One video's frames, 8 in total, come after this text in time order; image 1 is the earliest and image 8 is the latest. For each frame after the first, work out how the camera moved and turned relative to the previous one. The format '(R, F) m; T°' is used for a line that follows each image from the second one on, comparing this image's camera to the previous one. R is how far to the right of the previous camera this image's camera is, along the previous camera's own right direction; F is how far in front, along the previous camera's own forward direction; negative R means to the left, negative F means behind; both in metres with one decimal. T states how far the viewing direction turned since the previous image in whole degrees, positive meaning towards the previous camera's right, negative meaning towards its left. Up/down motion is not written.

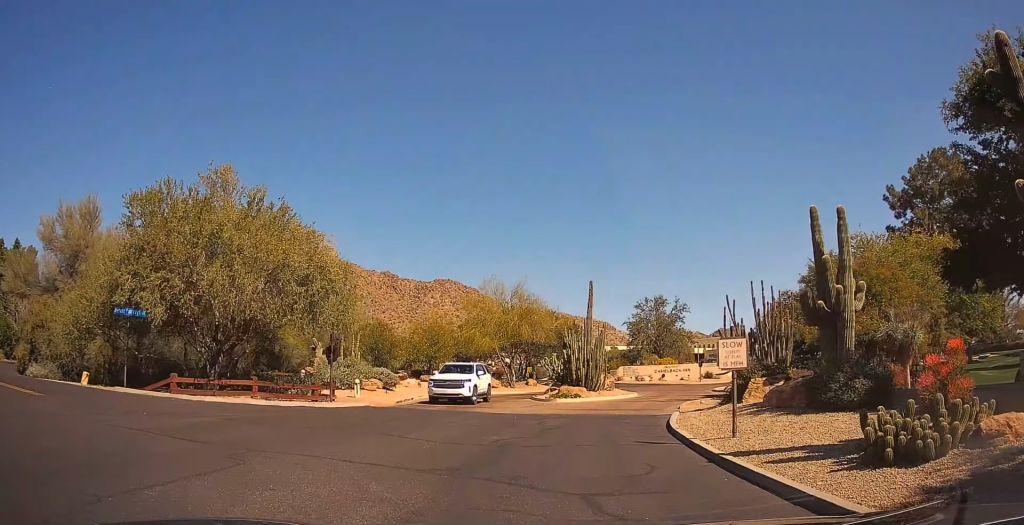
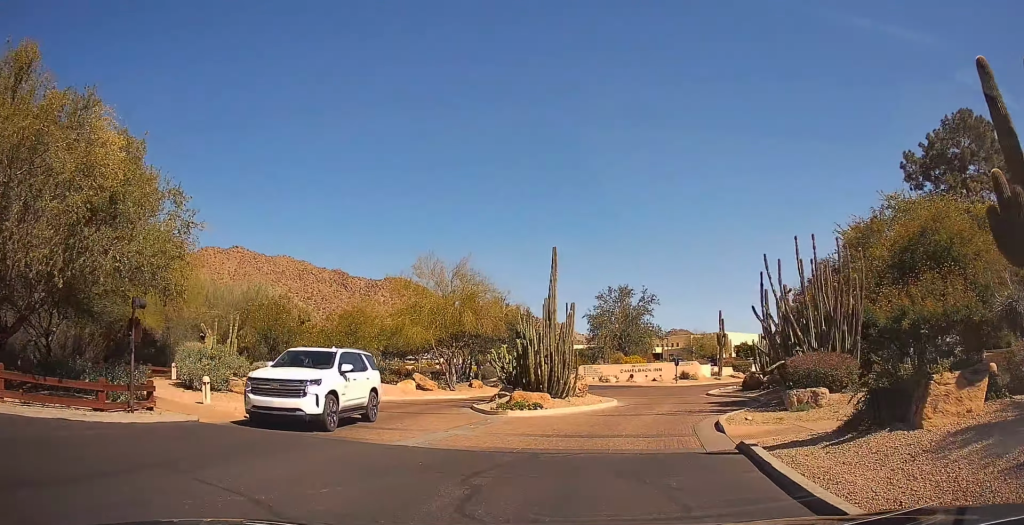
(+0.9, +9.9) m; +8°
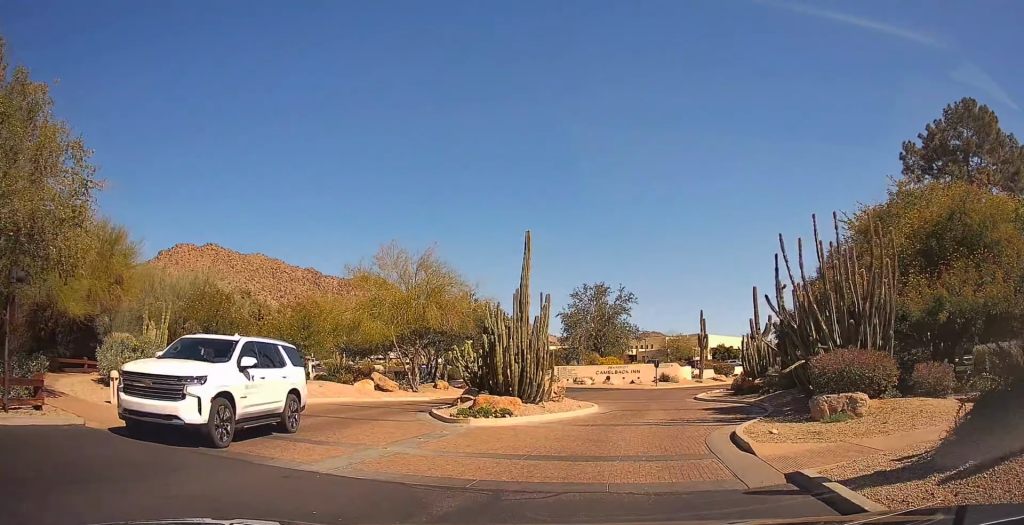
(-0.2, +3.4) m; 0°
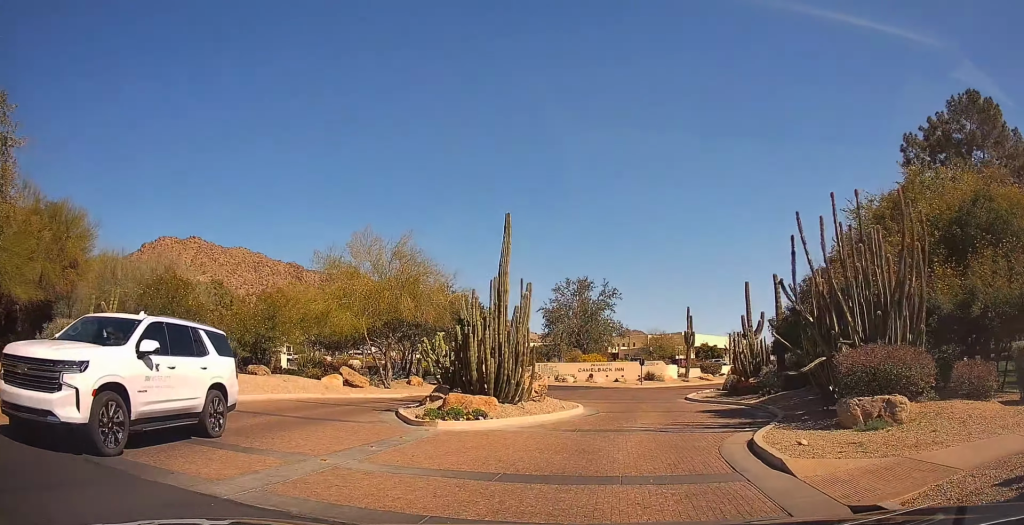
(+0.1, +2.3) m; +1°
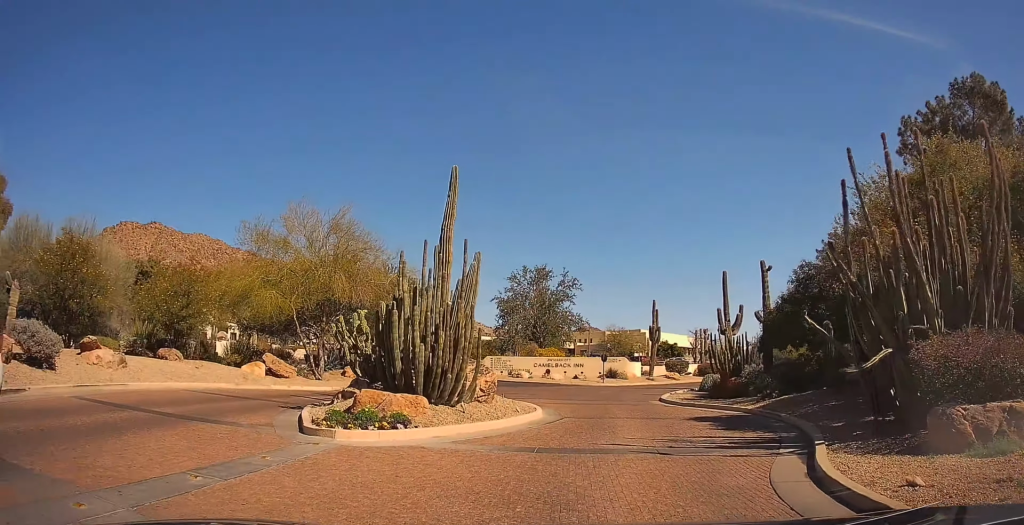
(+0.2, +4.5) m; +5°
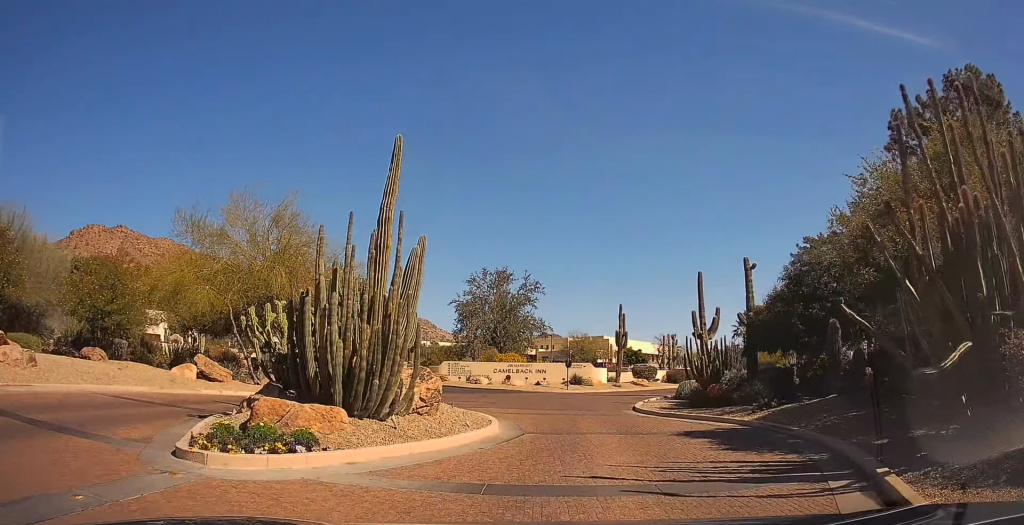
(0.0, +3.0) m; +5°
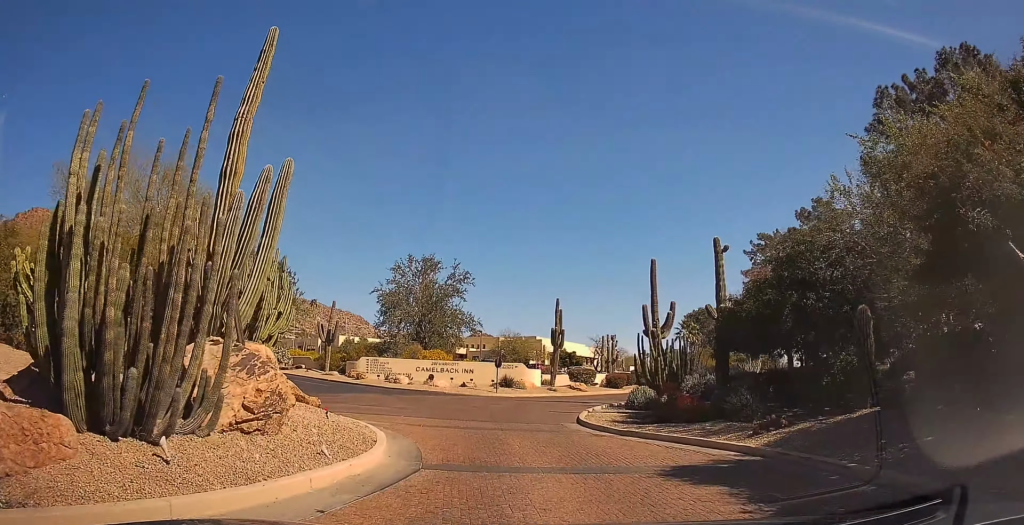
(+0.5, +4.9) m; +2°
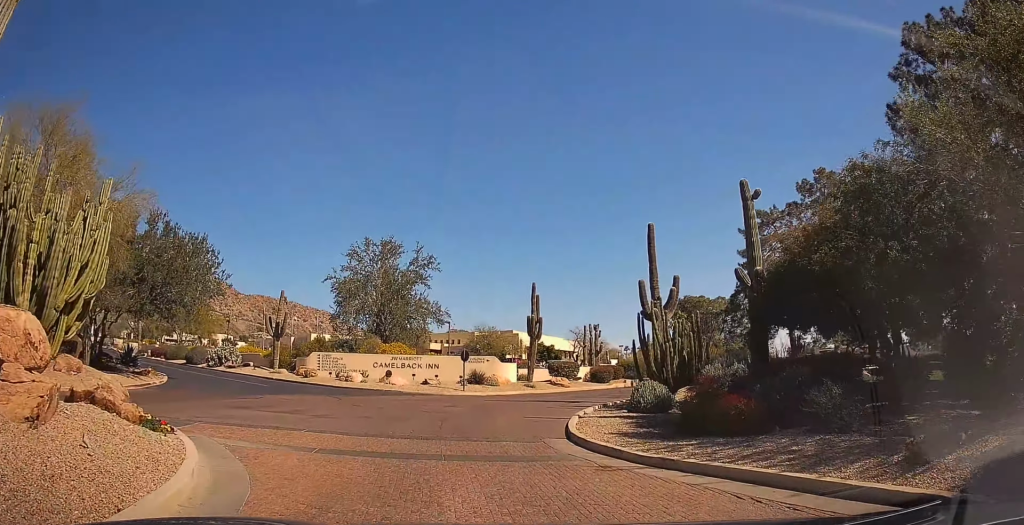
(-0.5, +6.0) m; -2°
